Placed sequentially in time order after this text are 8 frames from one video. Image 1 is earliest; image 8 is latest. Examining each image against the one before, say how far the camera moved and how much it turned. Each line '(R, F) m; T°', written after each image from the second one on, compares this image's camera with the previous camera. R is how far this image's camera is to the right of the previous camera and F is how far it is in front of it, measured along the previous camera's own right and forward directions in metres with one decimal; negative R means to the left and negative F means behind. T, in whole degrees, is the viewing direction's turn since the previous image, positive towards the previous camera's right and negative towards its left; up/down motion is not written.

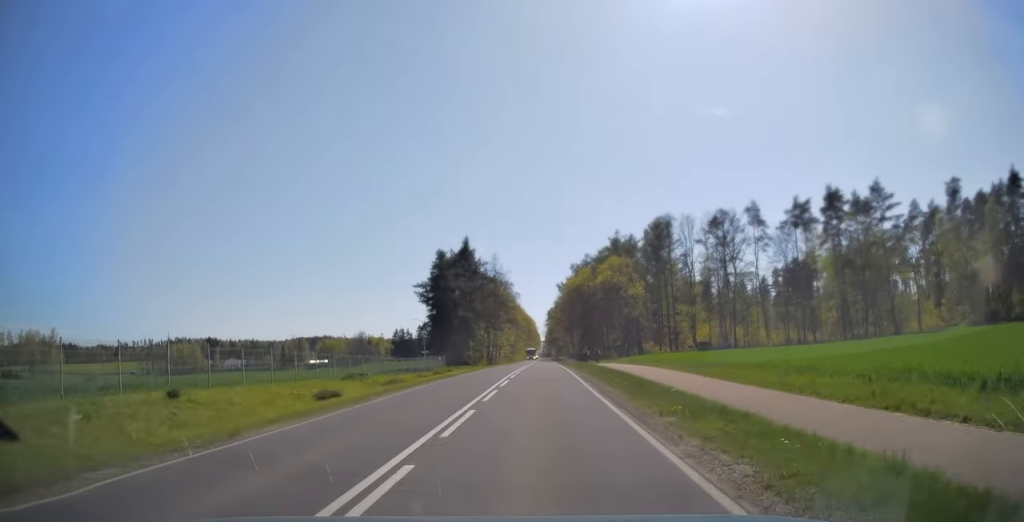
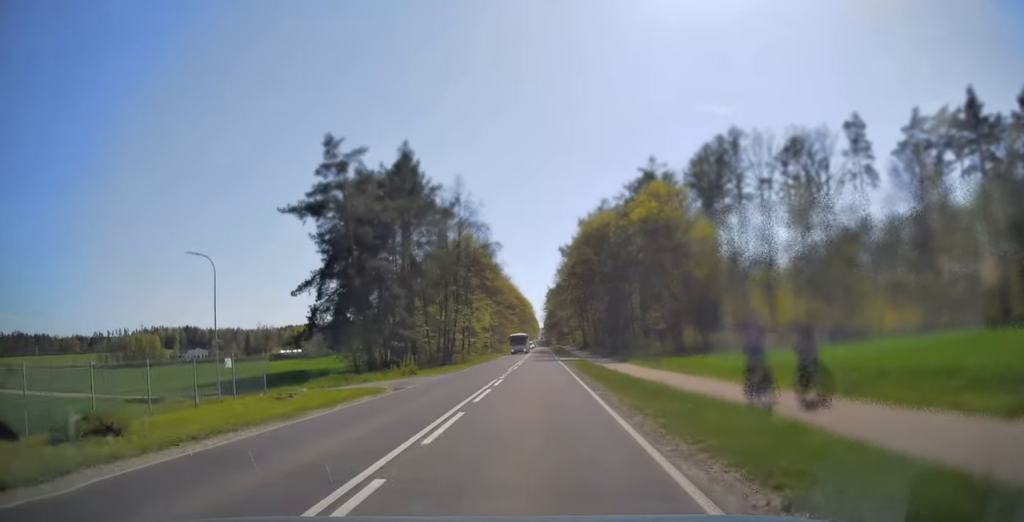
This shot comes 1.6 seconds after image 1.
(-0.1, +43.4) m; 0°
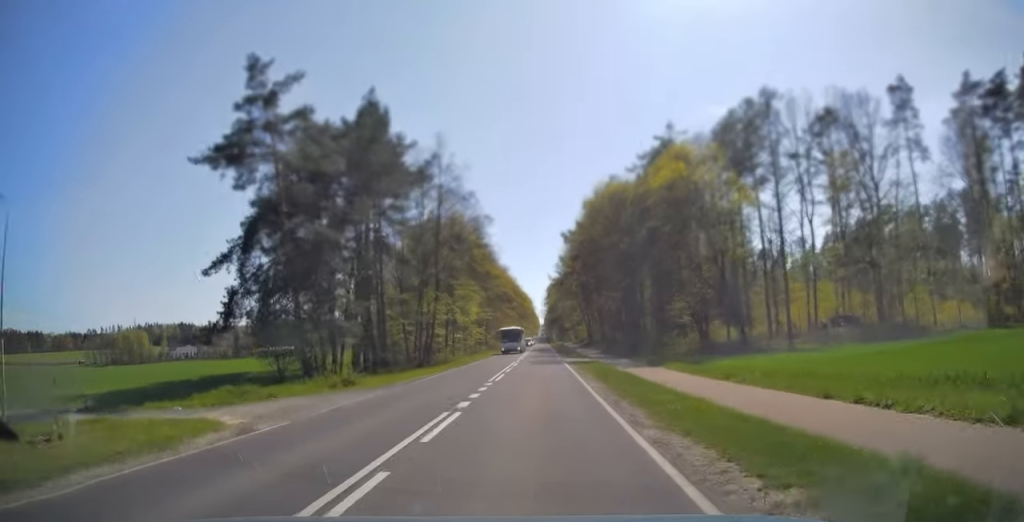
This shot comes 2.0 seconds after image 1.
(-0.1, +11.9) m; 0°
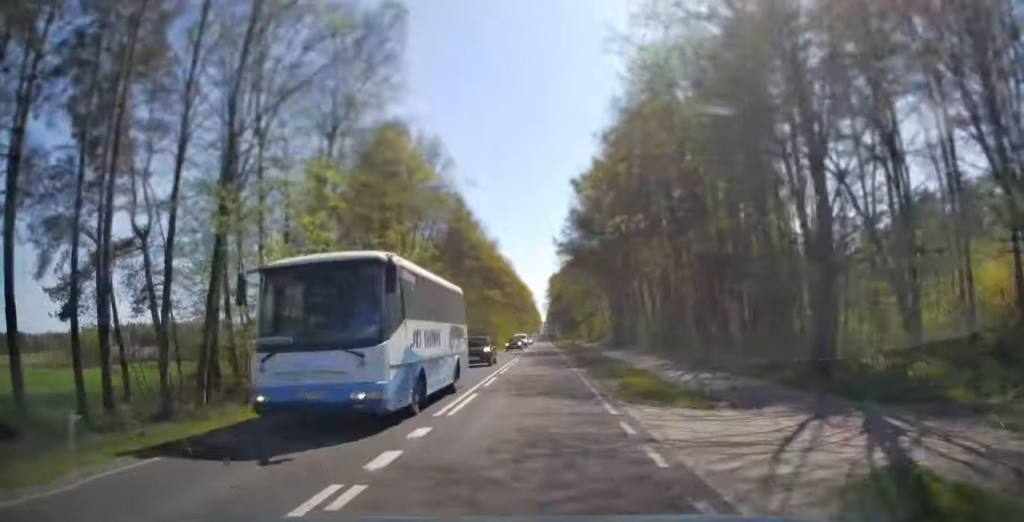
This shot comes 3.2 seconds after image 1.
(+0.1, +33.9) m; 0°
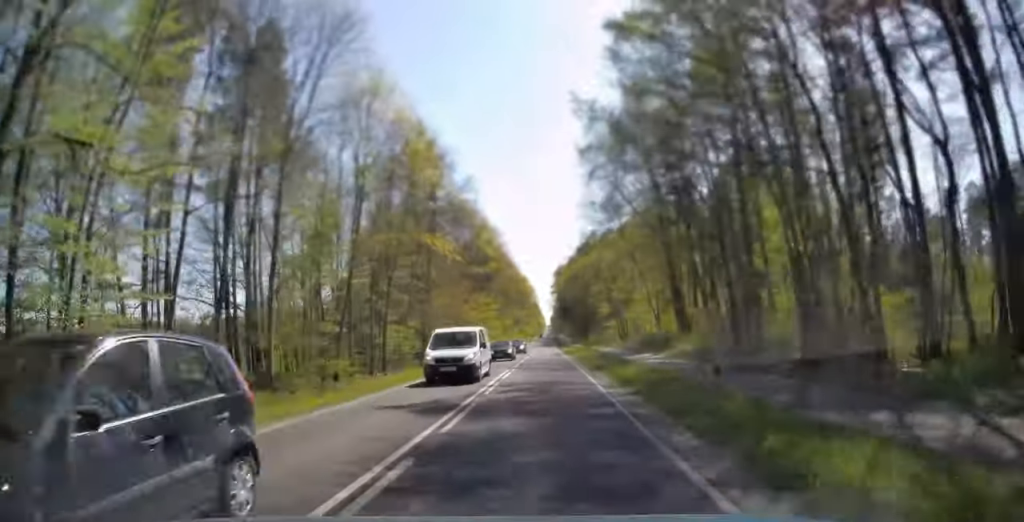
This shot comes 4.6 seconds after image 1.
(-0.1, +38.0) m; 0°
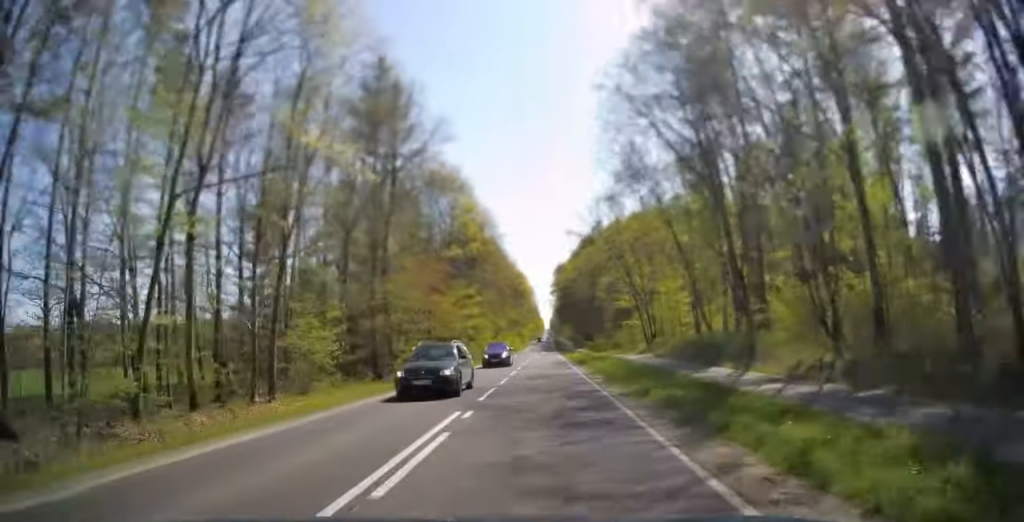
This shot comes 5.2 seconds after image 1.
(+0.1, +16.0) m; 0°
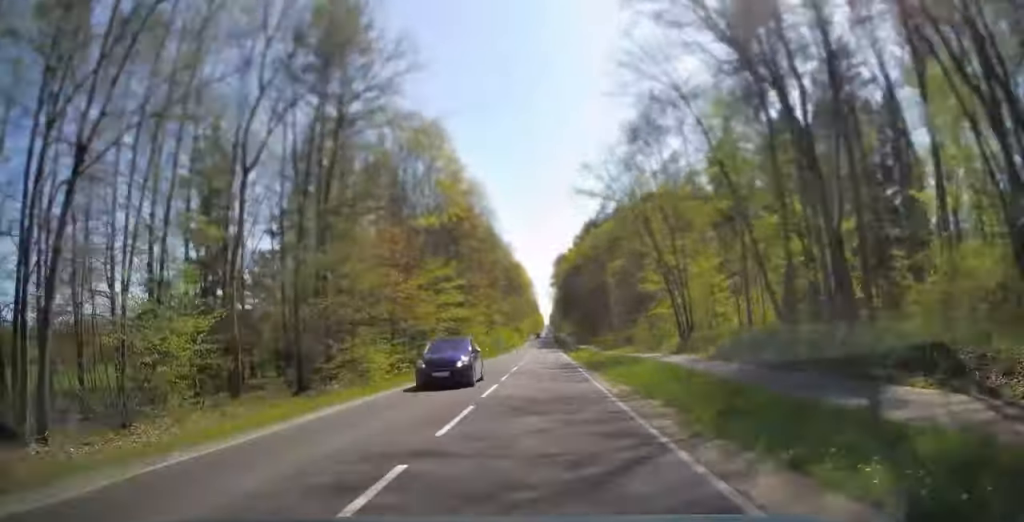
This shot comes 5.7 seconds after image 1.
(-0.1, +11.9) m; 0°
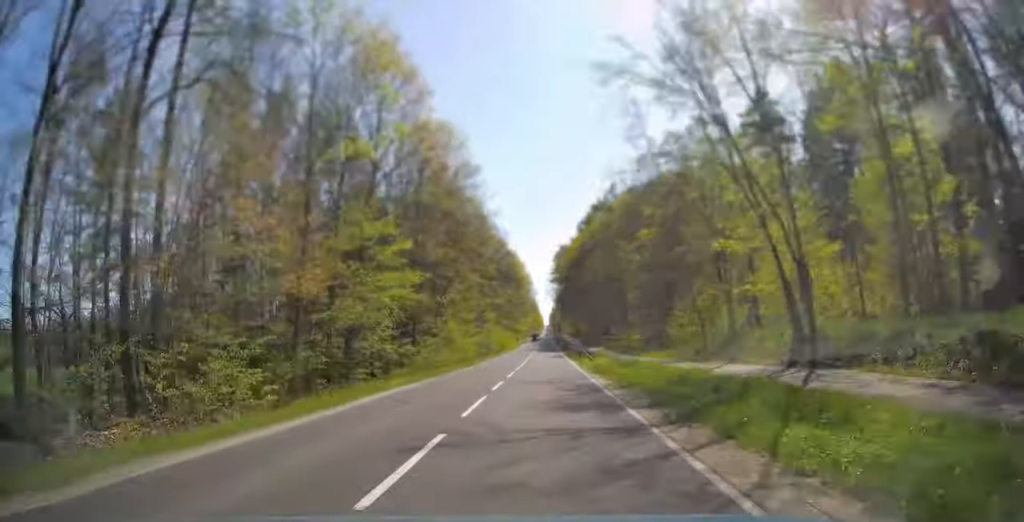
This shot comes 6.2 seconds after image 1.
(-0.1, +16.0) m; 0°
